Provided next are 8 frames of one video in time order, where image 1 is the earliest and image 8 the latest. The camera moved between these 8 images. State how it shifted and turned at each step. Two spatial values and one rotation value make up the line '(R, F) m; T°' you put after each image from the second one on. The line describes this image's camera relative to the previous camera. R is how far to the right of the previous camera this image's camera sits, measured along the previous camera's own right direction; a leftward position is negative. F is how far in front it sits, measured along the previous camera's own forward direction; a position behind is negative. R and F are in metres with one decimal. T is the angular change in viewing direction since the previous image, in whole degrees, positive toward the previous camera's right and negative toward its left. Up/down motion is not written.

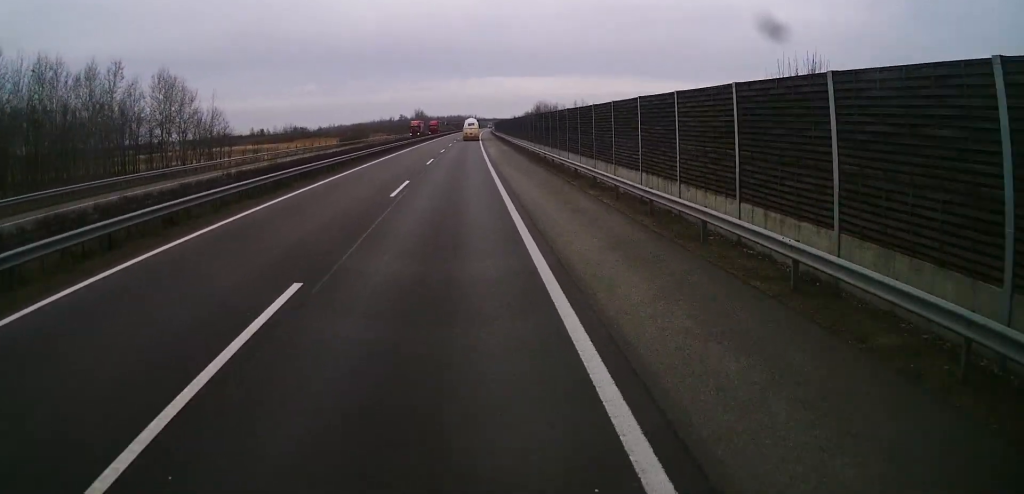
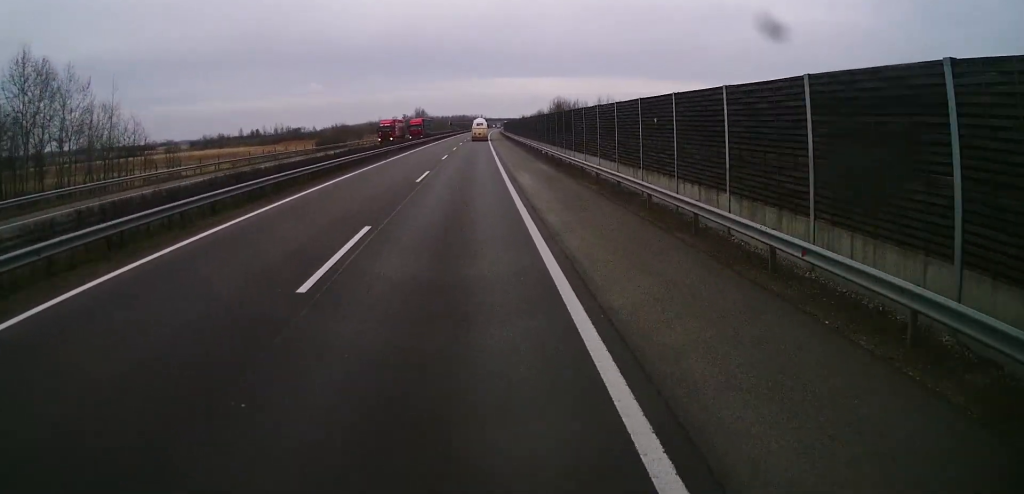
(-0.3, +30.8) m; +1°
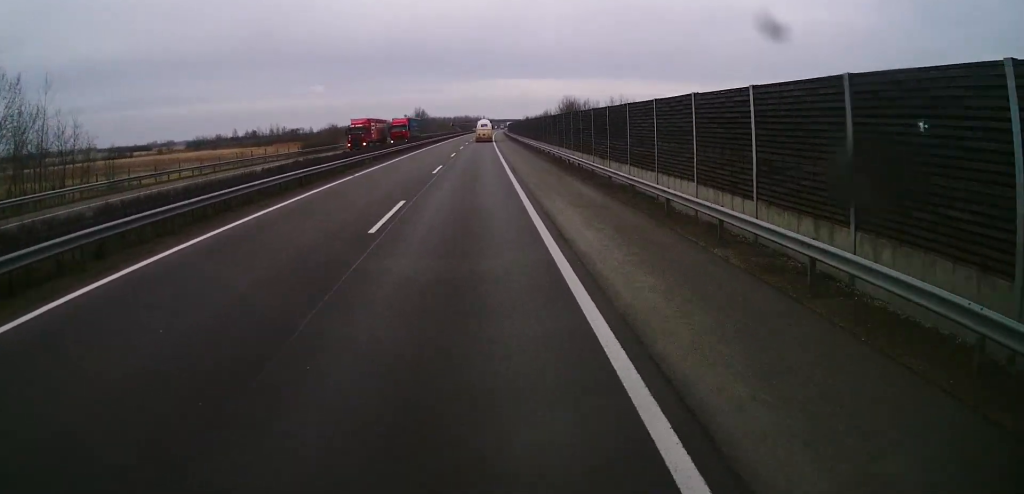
(+0.3, +13.1) m; 0°
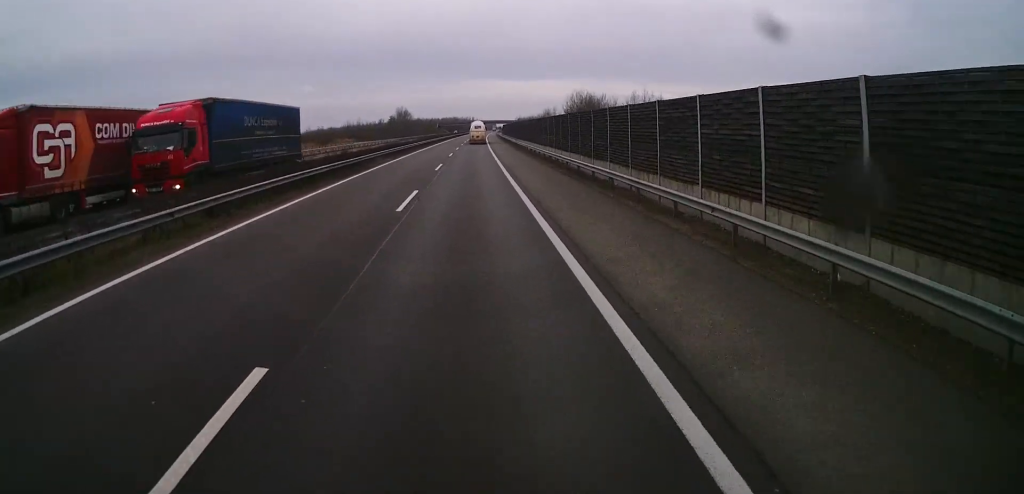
(-0.3, +32.3) m; 0°
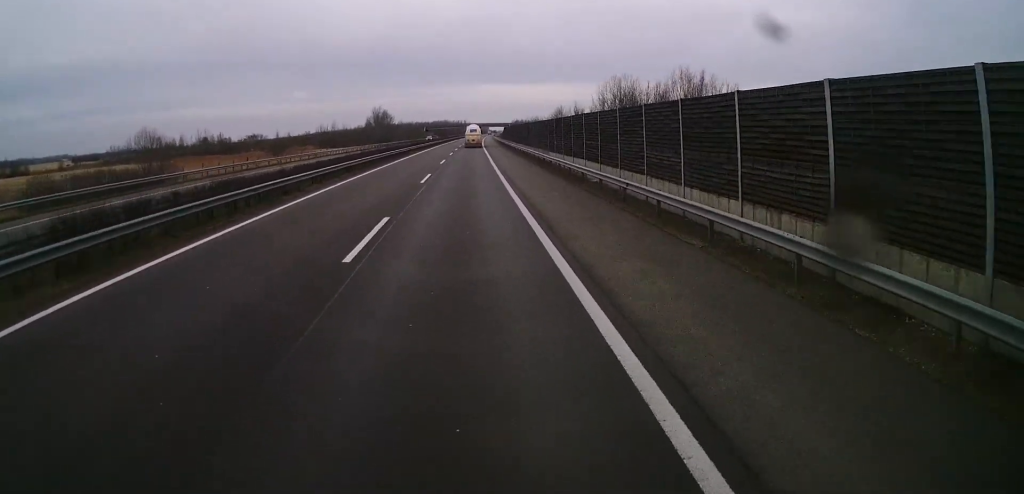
(+0.1, +43.0) m; 0°
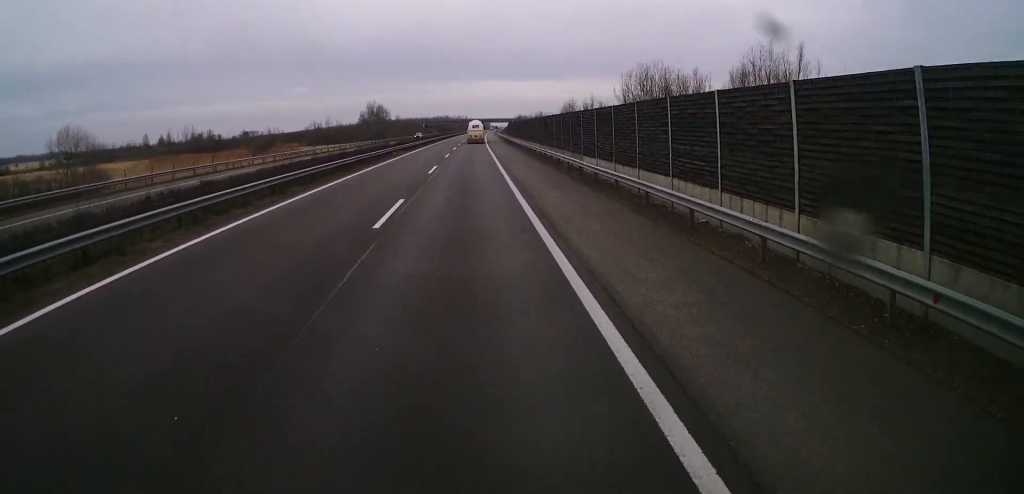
(+0.1, +14.6) m; +1°
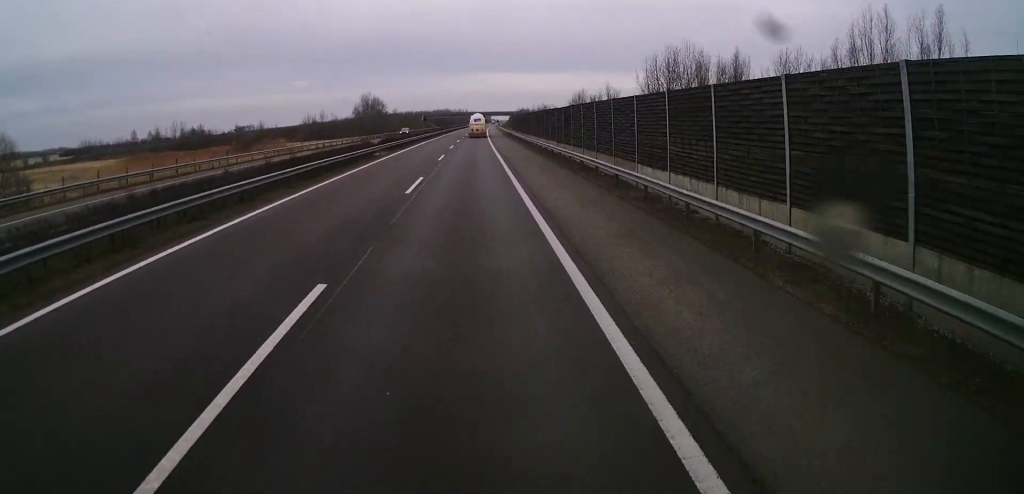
(+0.1, +11.5) m; +1°
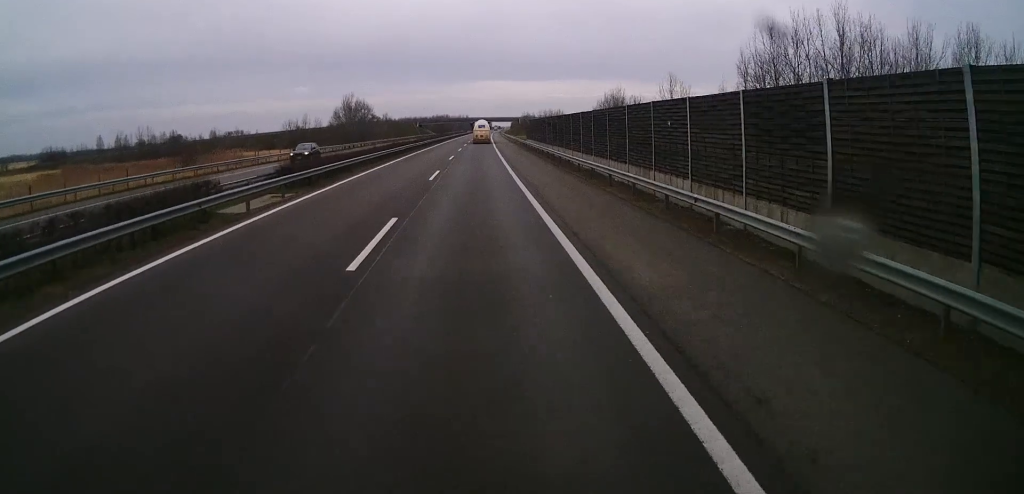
(+0.3, +29.3) m; +1°
